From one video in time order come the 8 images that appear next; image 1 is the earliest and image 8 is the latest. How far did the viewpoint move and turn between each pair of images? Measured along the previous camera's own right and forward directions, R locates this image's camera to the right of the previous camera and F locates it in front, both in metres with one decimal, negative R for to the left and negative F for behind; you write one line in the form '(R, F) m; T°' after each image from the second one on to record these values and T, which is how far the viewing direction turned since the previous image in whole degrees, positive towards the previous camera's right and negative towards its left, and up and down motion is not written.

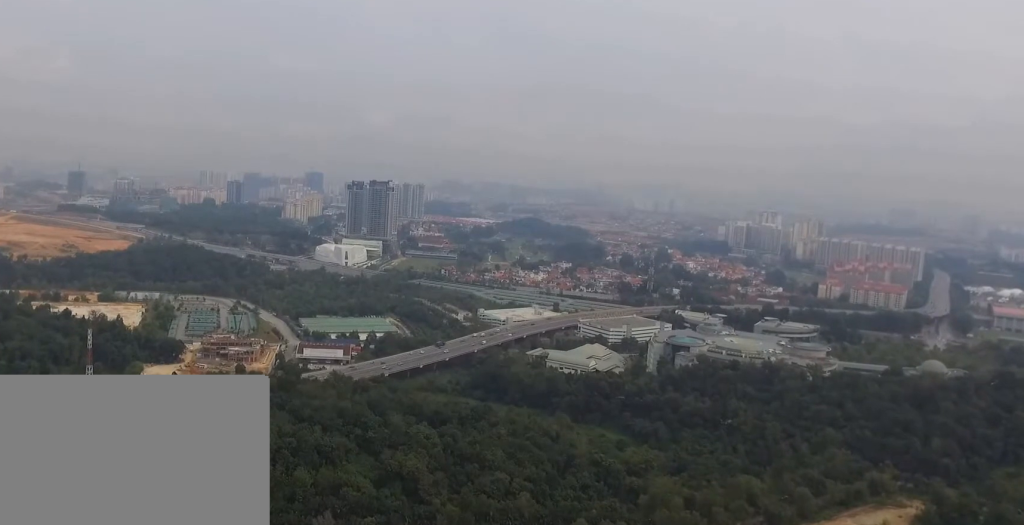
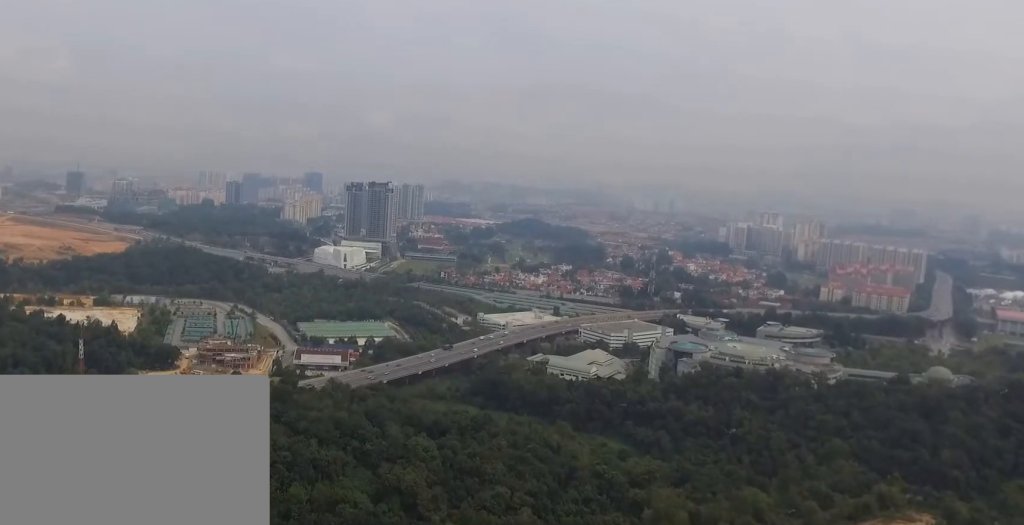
(0.0, +8.1) m; 0°
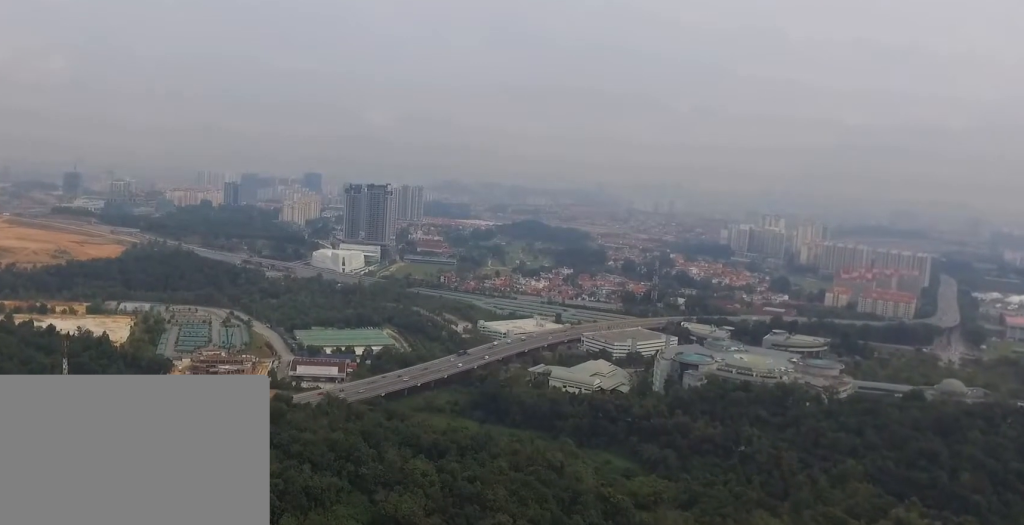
(0.0, +16.1) m; 0°
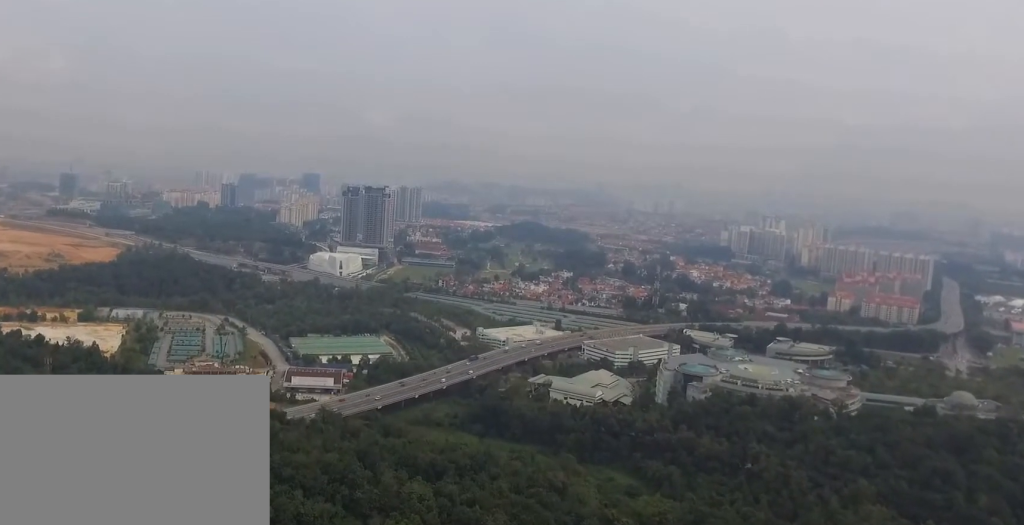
(0.0, +14.2) m; -1°
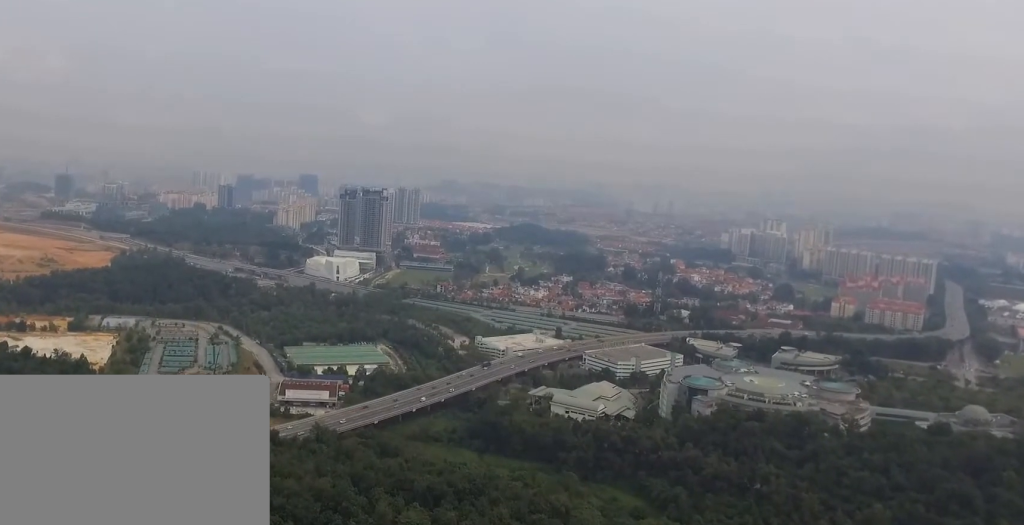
(-0.3, +16.2) m; -2°
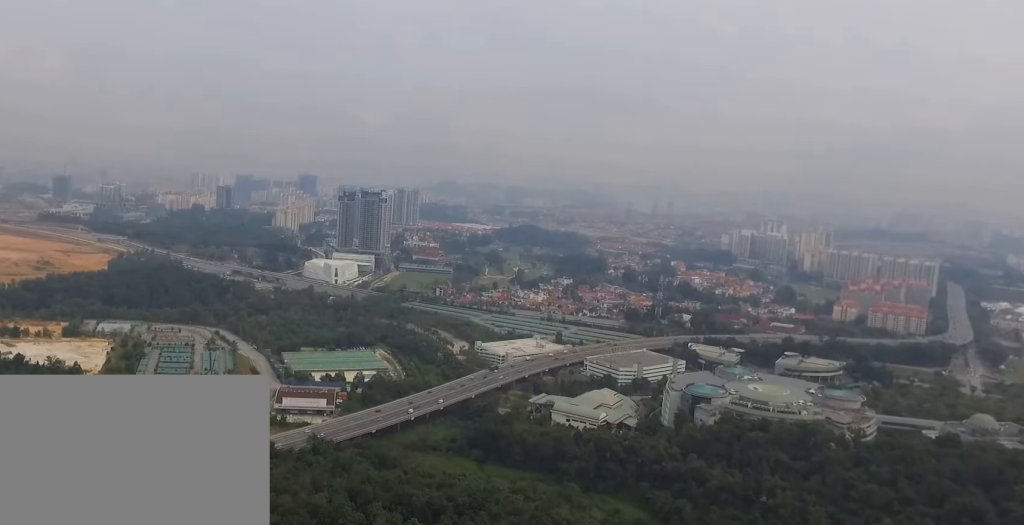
(-0.1, +8.8) m; -1°
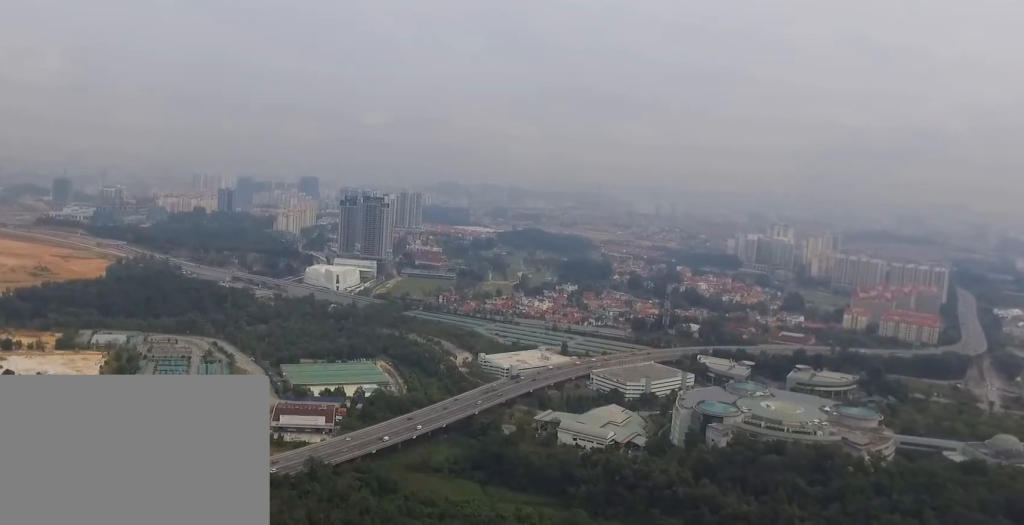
(-0.1, +18.0) m; 0°
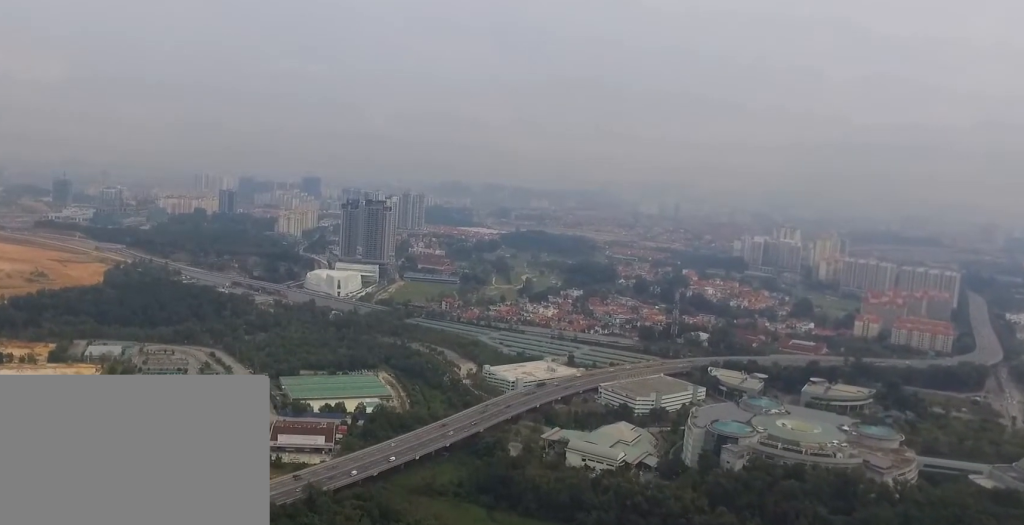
(+0.2, +21.1) m; +1°
